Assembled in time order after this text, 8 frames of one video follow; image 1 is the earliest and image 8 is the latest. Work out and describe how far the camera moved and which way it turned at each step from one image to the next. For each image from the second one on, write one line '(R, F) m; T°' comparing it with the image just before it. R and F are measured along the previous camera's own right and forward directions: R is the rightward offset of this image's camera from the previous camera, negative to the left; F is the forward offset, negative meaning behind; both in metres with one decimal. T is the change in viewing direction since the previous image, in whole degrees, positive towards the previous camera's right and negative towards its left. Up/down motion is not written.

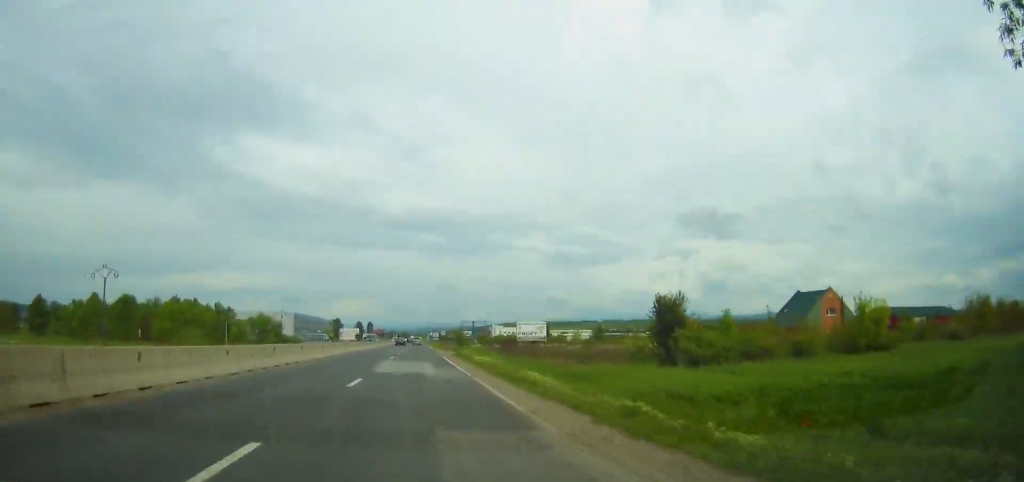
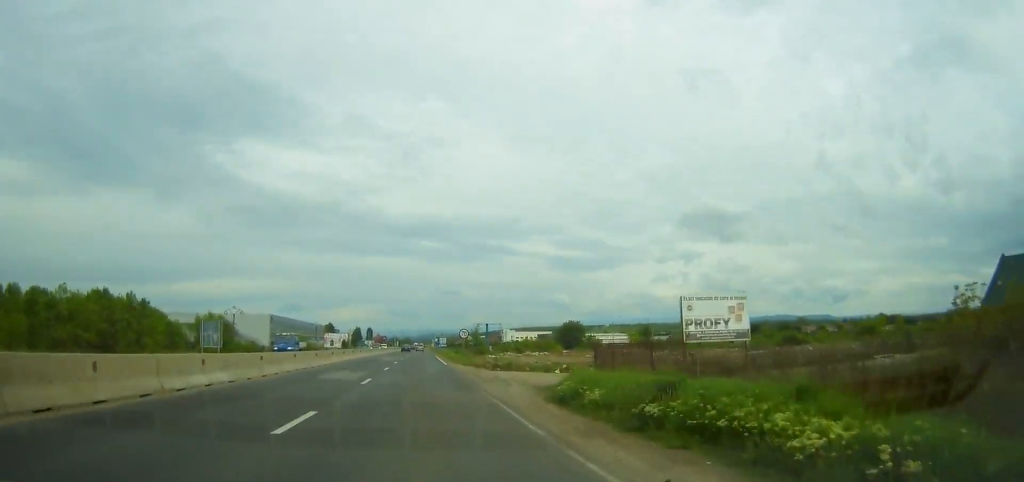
(-0.3, +44.5) m; 0°
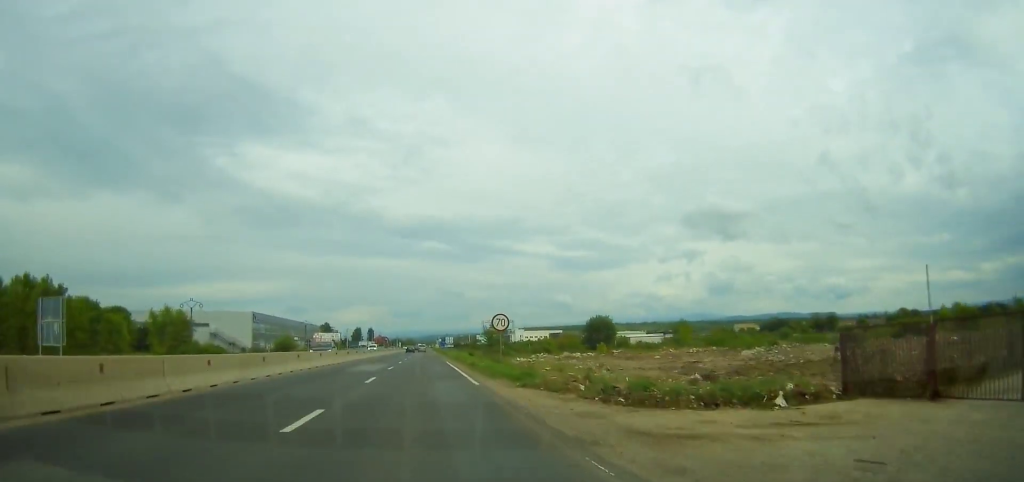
(+0.3, +24.5) m; +1°
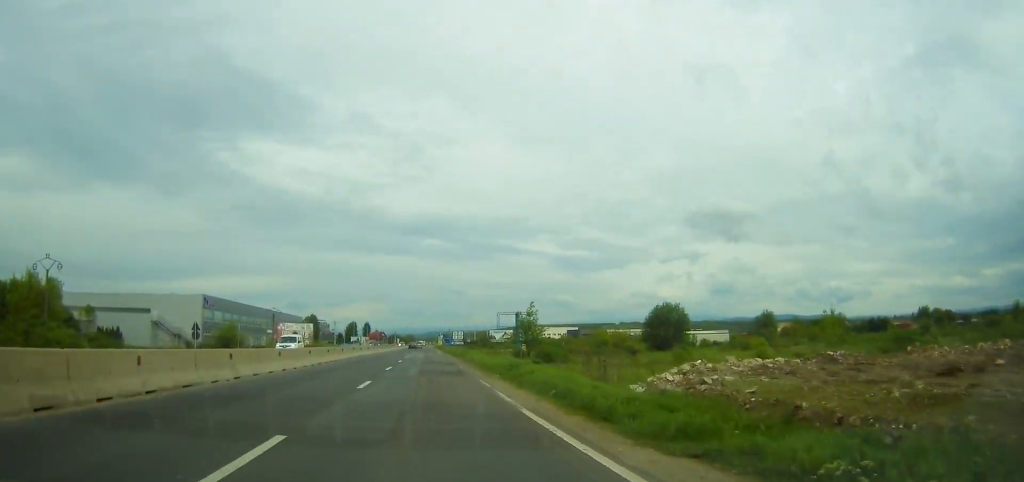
(+0.4, +41.0) m; 0°
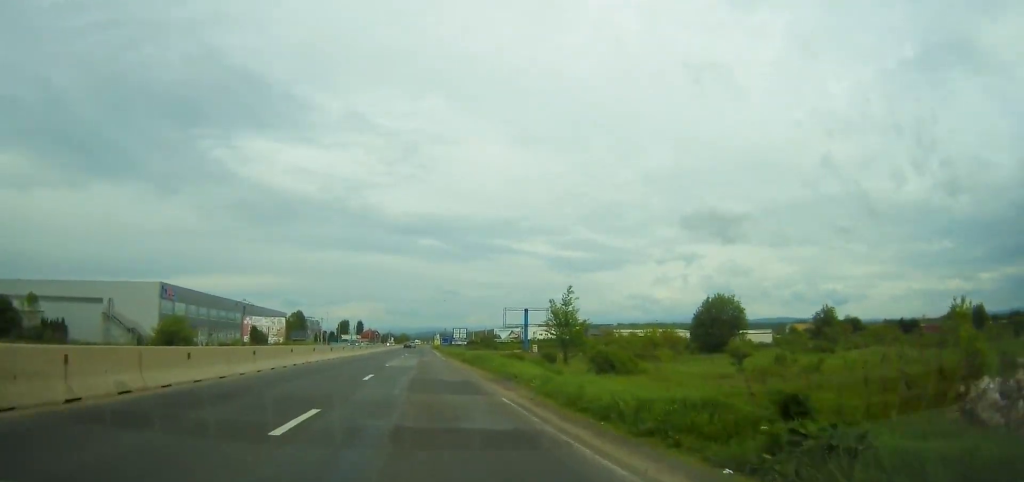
(-0.1, +21.3) m; -1°
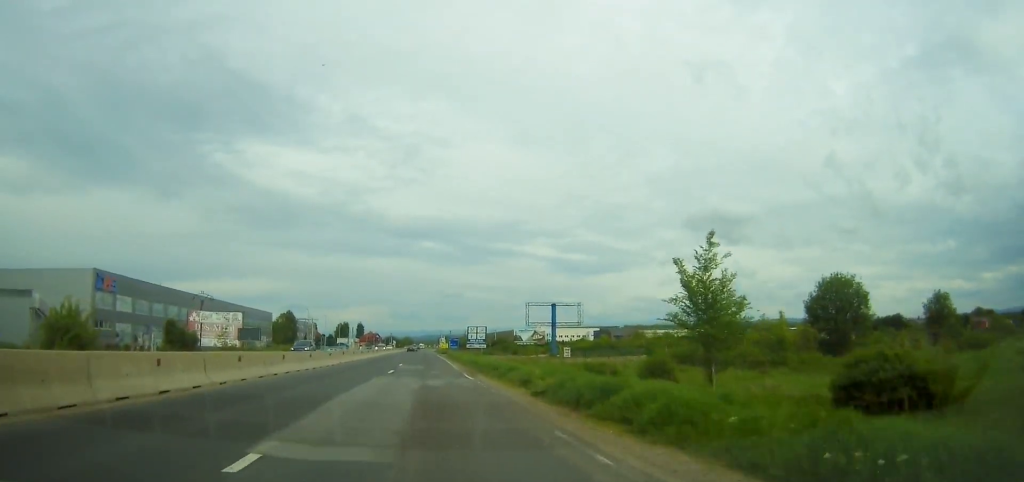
(-0.3, +26.5) m; -1°
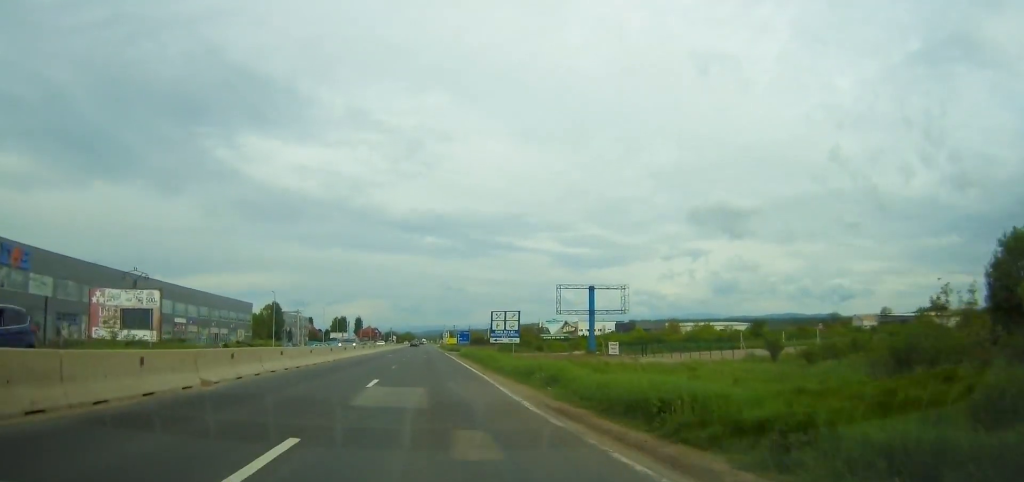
(-0.1, +25.6) m; 0°
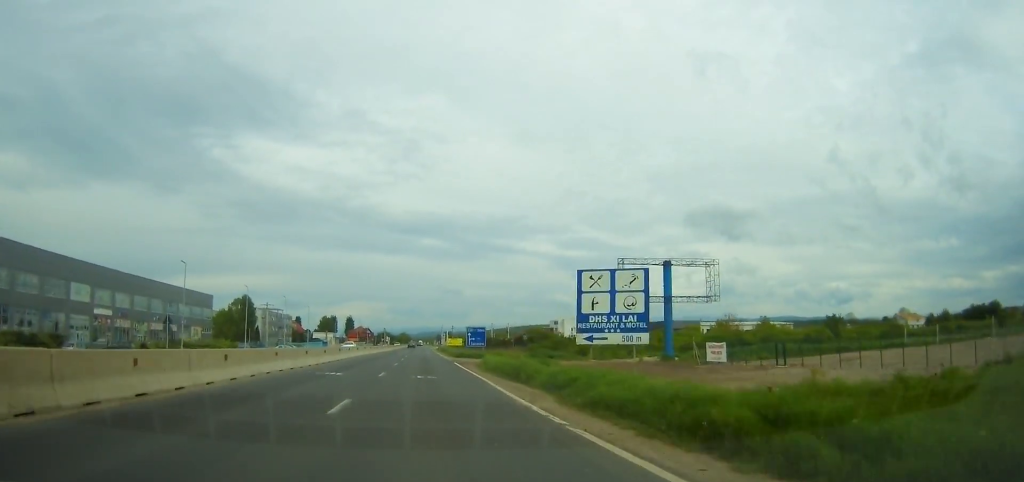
(0.0, +30.8) m; 0°
